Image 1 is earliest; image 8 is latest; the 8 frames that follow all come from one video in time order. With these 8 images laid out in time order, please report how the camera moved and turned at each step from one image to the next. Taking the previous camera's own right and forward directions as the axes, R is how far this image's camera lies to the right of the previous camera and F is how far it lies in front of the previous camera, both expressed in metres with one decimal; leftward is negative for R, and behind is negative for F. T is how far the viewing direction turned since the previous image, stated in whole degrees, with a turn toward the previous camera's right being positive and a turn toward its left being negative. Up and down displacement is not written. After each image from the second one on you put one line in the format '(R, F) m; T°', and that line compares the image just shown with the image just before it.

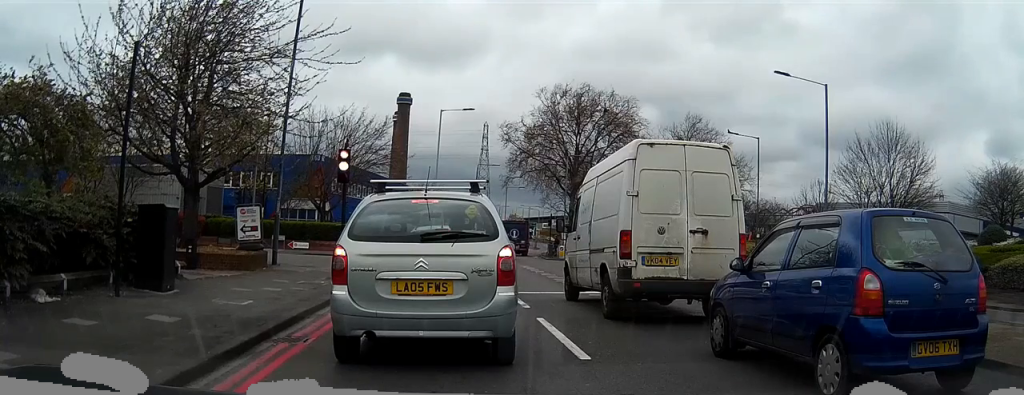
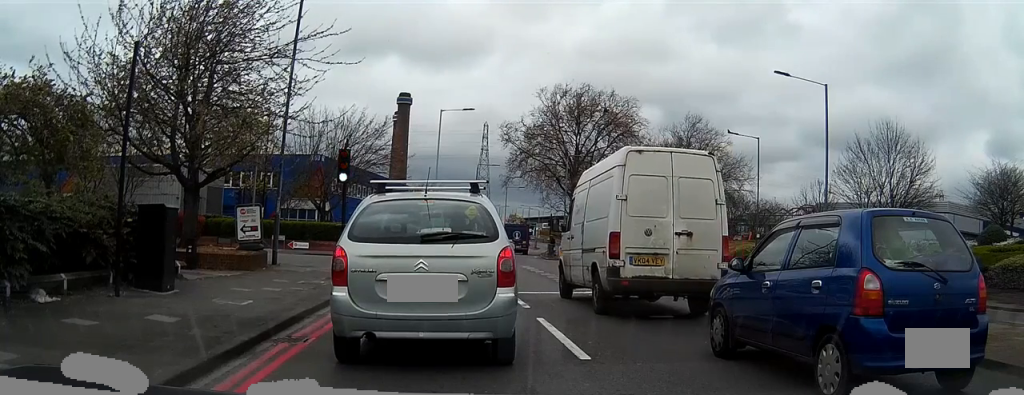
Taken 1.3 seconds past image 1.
(0.0, +0.1) m; 0°
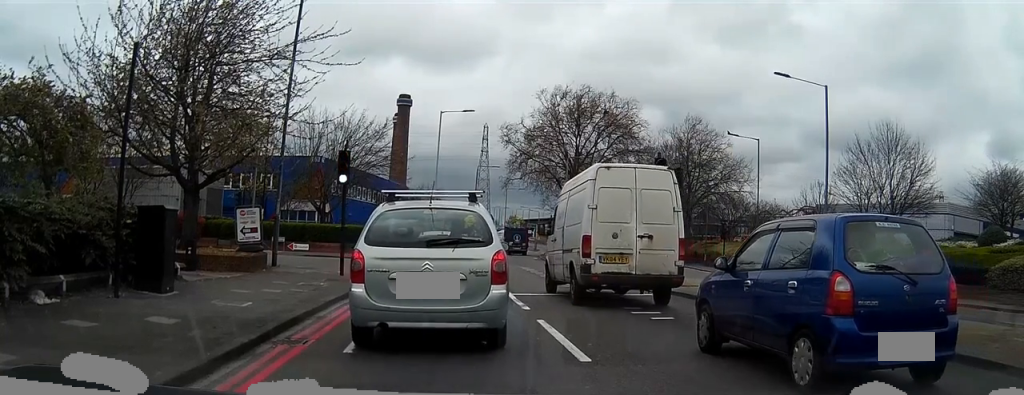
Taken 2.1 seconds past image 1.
(0.0, +0.4) m; 0°
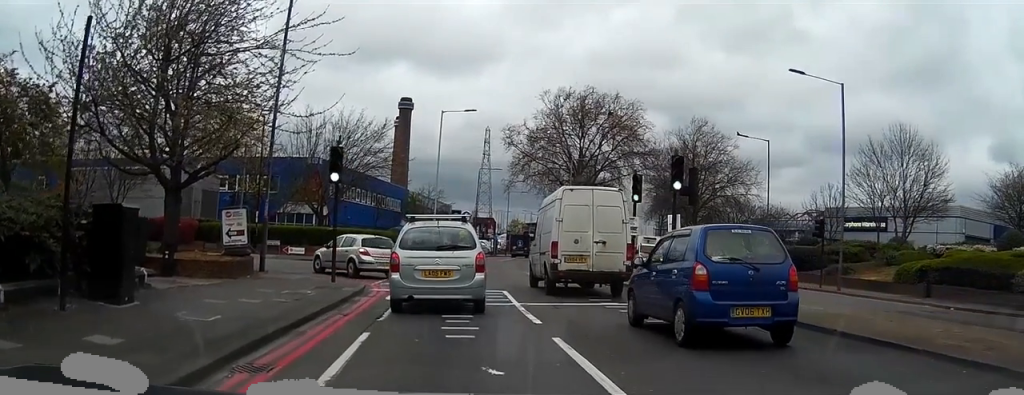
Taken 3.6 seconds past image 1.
(0.0, +2.6) m; 0°
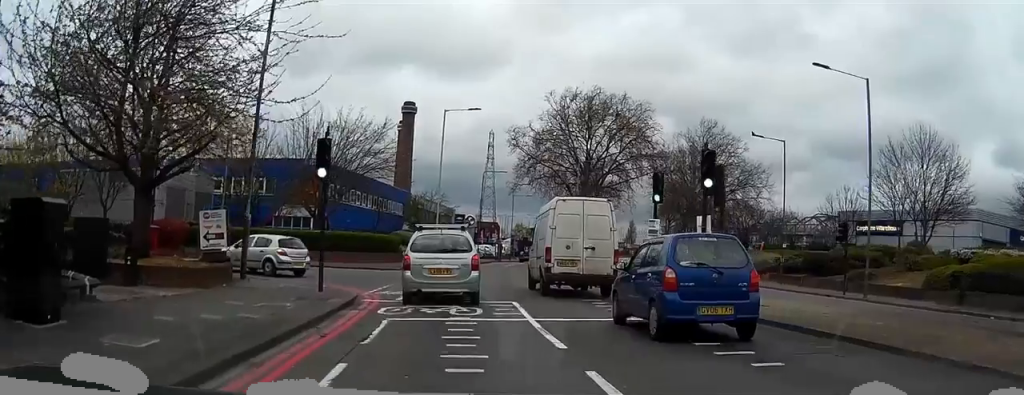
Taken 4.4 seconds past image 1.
(0.0, +2.6) m; 0°
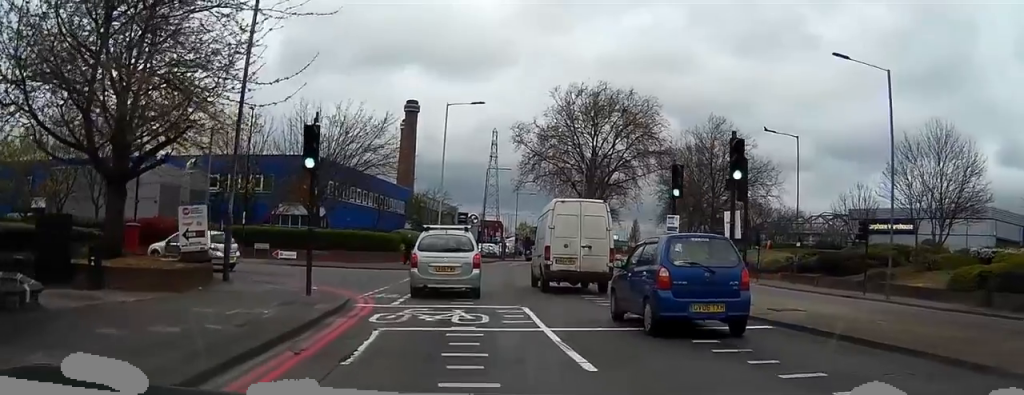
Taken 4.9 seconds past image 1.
(0.0, +1.8) m; 0°
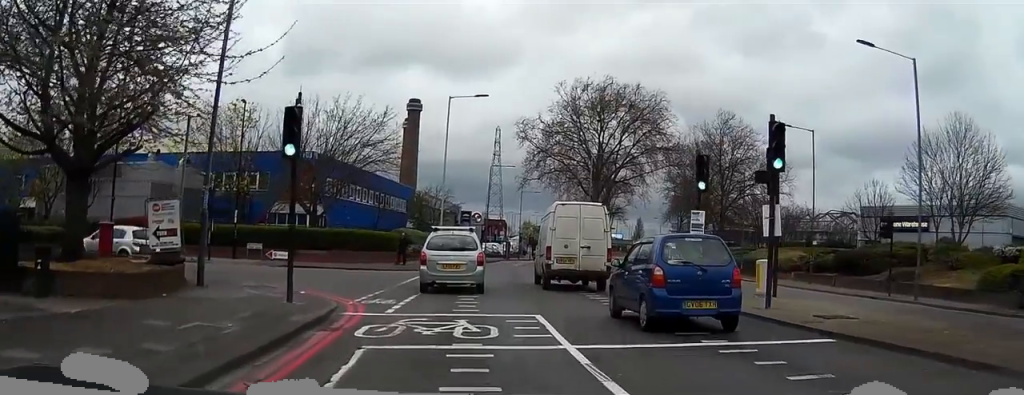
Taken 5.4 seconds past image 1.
(0.0, +2.3) m; 0°
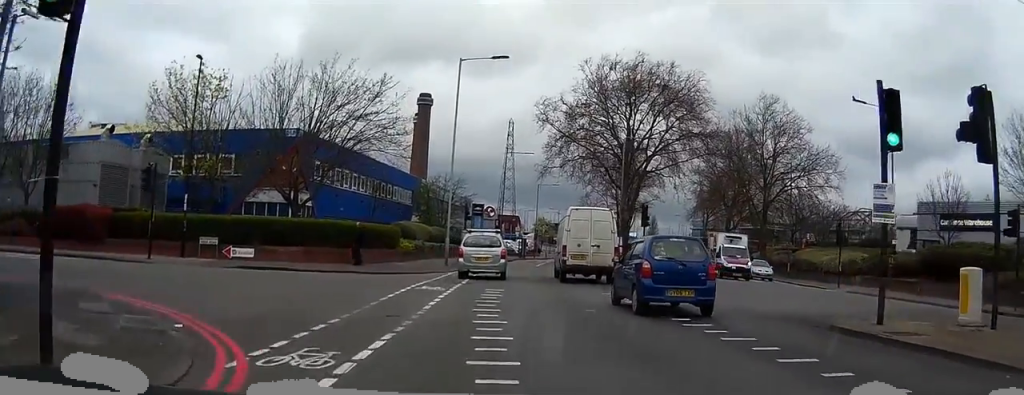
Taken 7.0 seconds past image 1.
(-0.2, +9.5) m; 0°
